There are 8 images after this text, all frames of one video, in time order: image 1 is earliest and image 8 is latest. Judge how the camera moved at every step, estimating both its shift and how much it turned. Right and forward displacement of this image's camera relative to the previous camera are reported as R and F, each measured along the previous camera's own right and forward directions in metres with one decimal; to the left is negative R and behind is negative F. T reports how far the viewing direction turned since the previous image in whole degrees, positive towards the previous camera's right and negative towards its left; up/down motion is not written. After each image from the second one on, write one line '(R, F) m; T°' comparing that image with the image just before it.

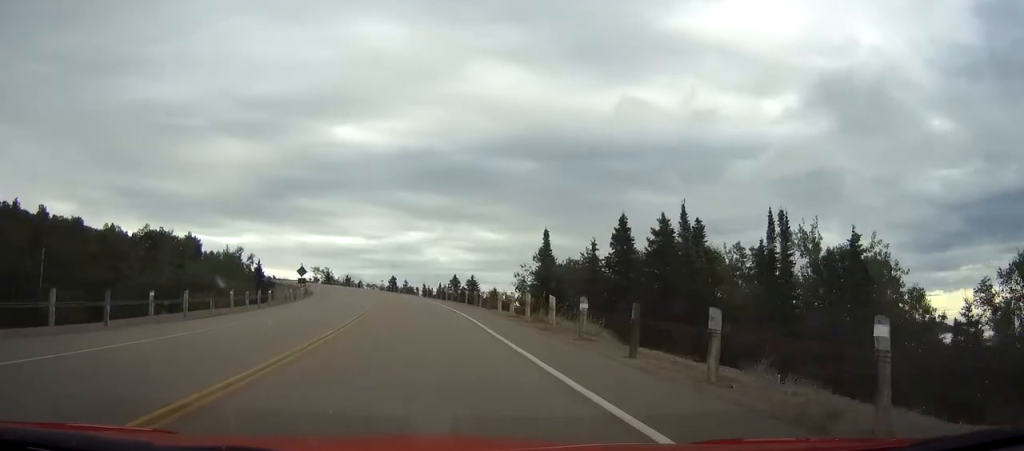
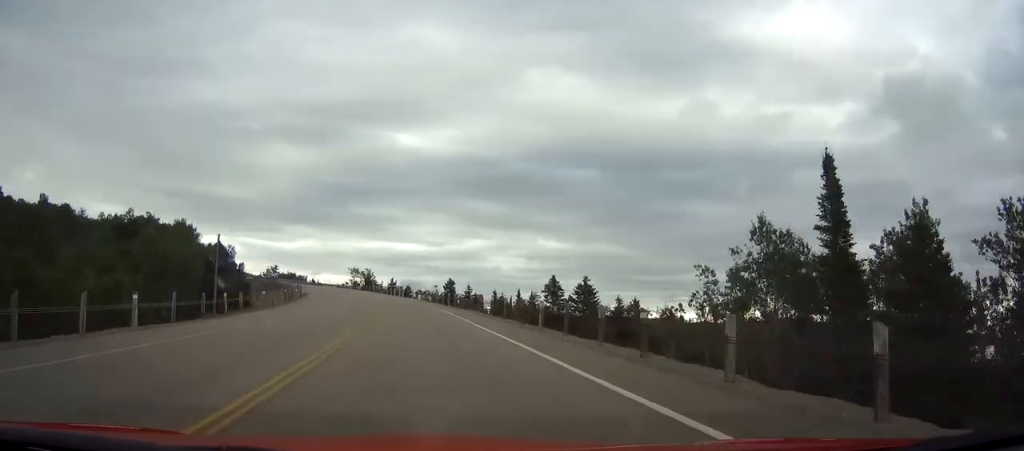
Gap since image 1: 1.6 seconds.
(-1.1, +45.9) m; -6°
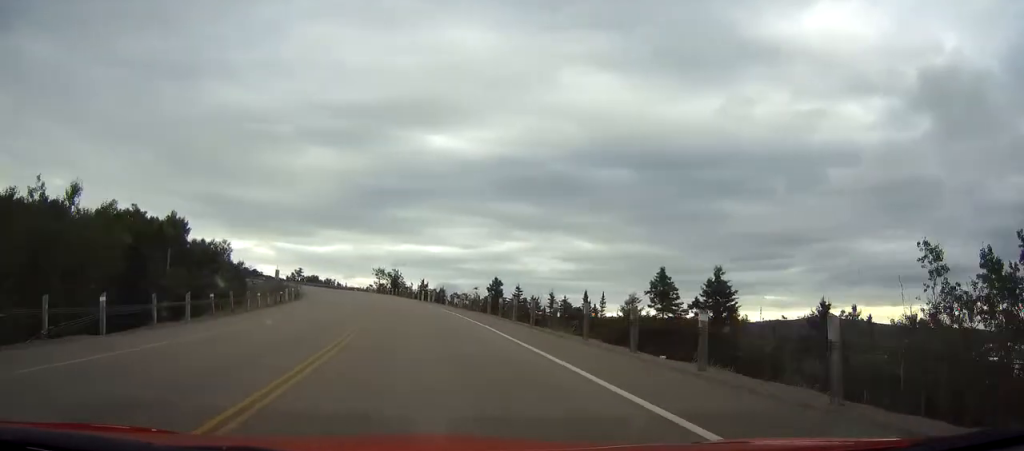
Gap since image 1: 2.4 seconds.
(-1.3, +23.7) m; -5°
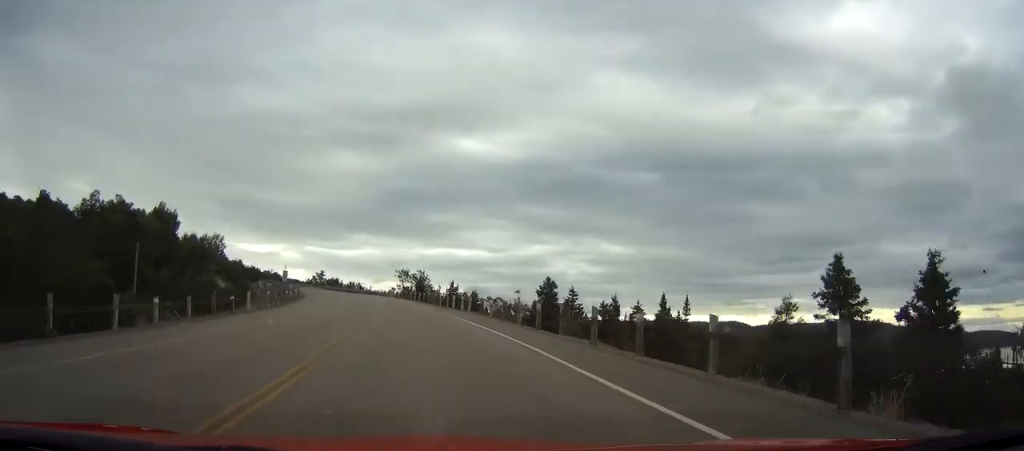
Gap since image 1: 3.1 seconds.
(-0.4, +17.9) m; -2°
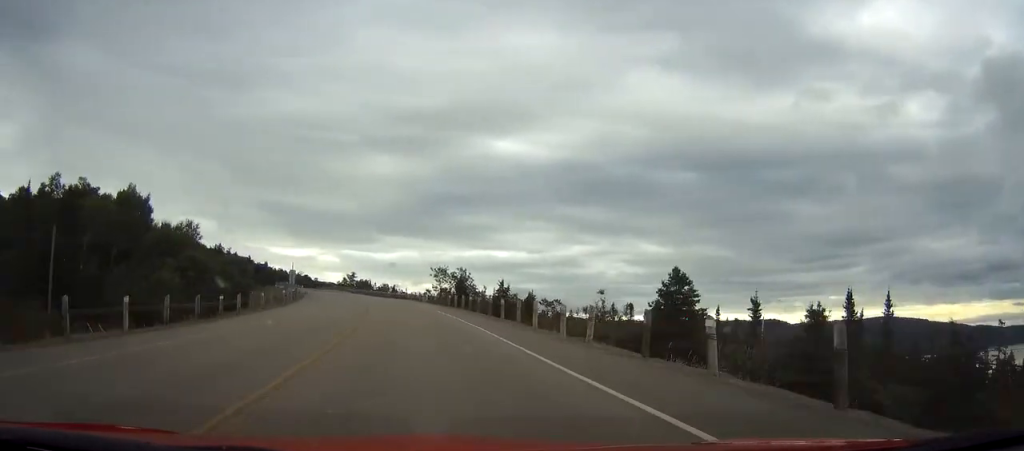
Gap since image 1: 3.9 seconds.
(-0.8, +24.4) m; -4°
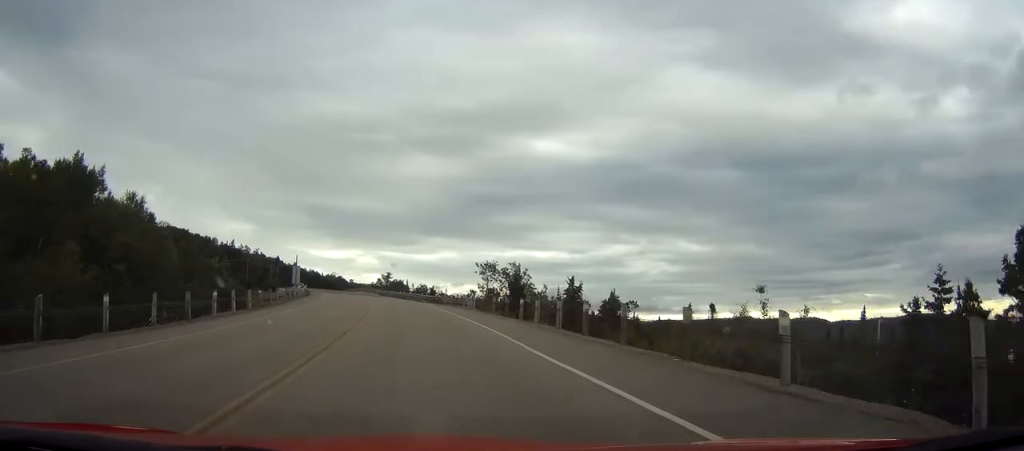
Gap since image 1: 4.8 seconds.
(-0.7, +23.4) m; -3°
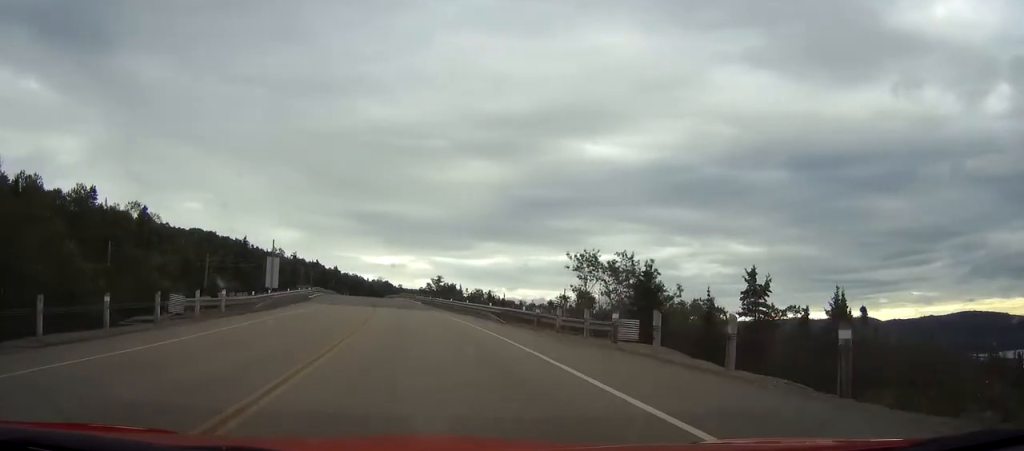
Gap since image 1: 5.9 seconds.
(-1.3, +32.7) m; -4°
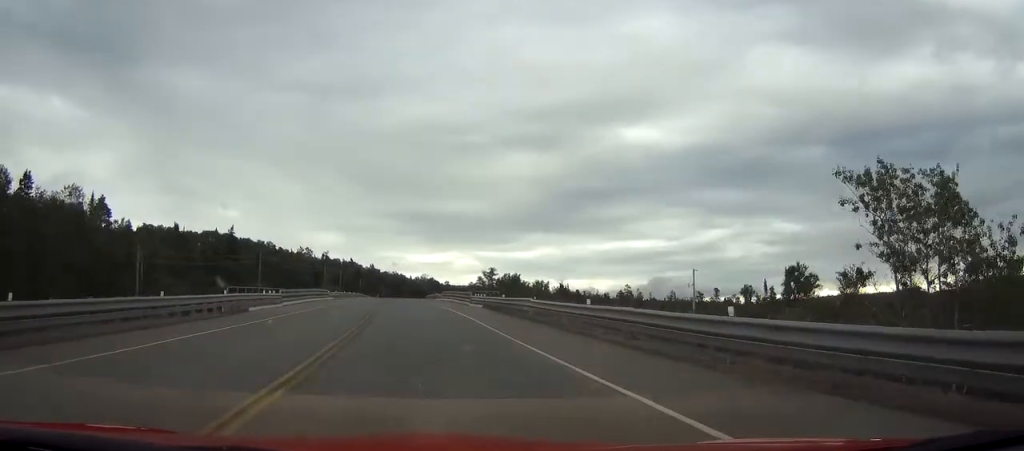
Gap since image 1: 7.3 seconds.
(-1.4, +38.3) m; -4°
